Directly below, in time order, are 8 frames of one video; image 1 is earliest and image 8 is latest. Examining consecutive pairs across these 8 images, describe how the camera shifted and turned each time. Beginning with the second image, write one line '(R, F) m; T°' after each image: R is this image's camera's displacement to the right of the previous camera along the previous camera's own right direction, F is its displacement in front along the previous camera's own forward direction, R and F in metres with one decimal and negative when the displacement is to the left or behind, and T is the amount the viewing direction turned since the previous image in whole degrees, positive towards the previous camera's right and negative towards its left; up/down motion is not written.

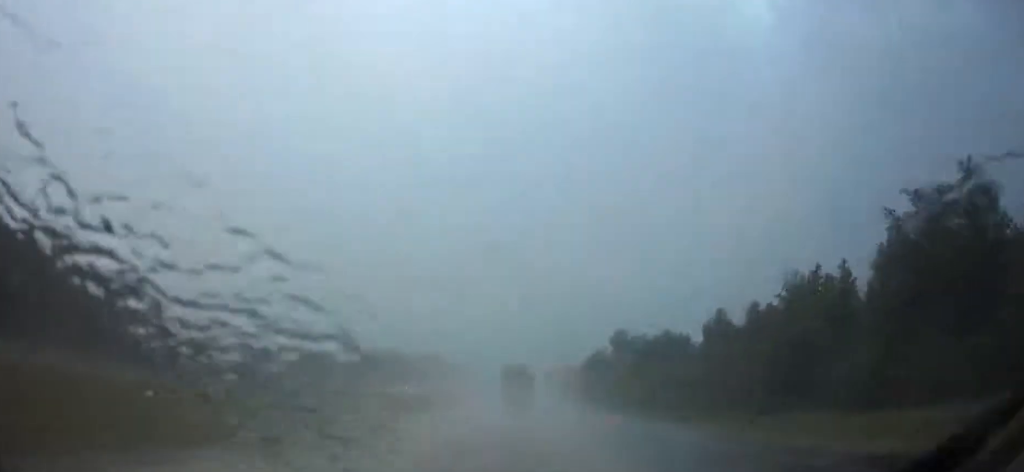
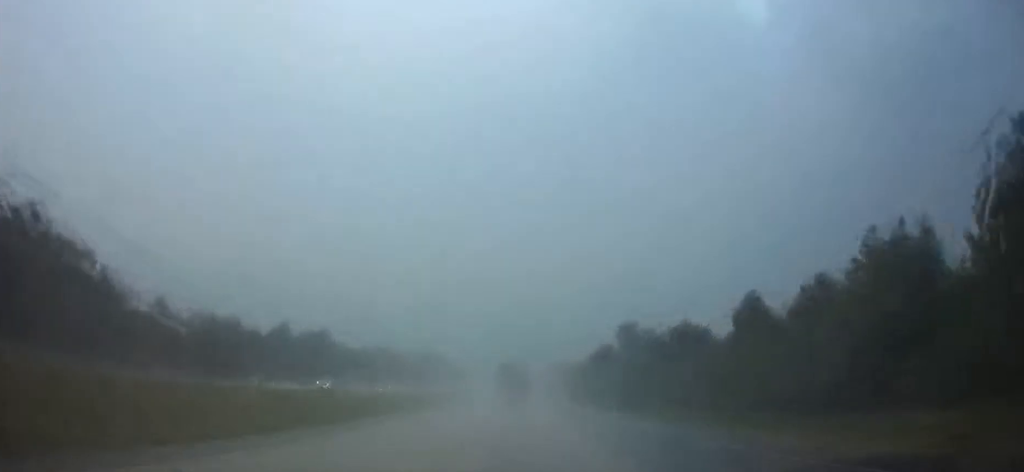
(0.0, +13.8) m; 0°
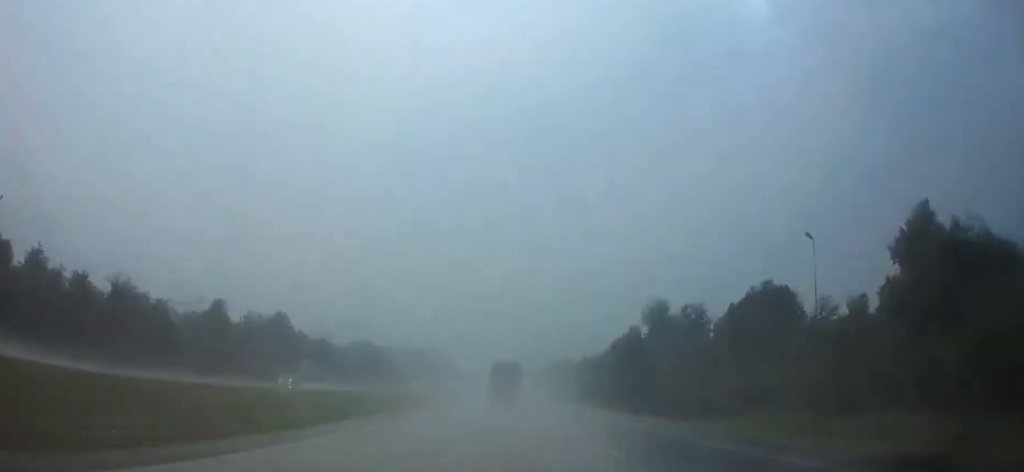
(0.0, +36.2) m; 0°
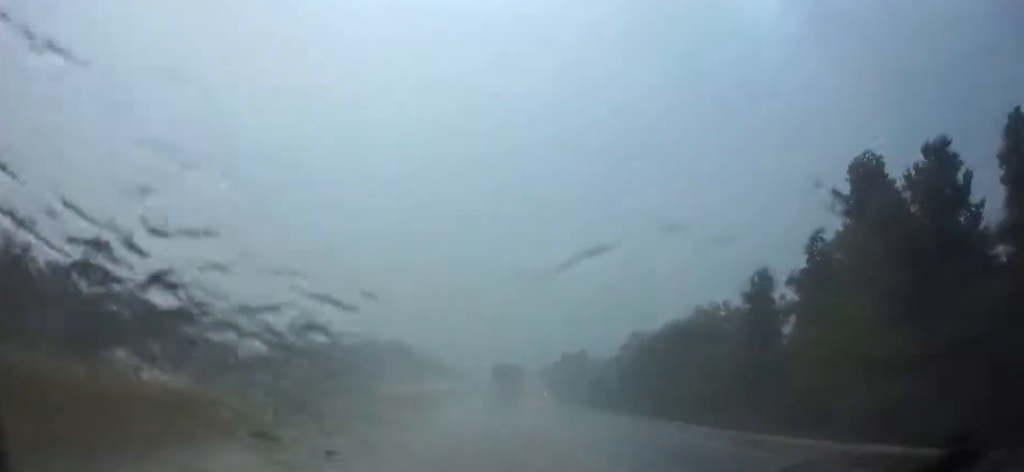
(+0.2, +79.4) m; 0°
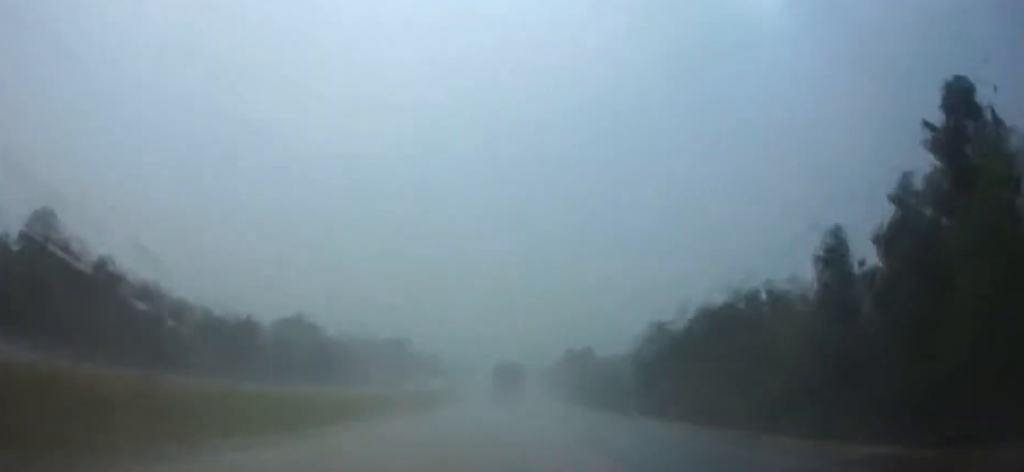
(+0.1, +14.1) m; 0°
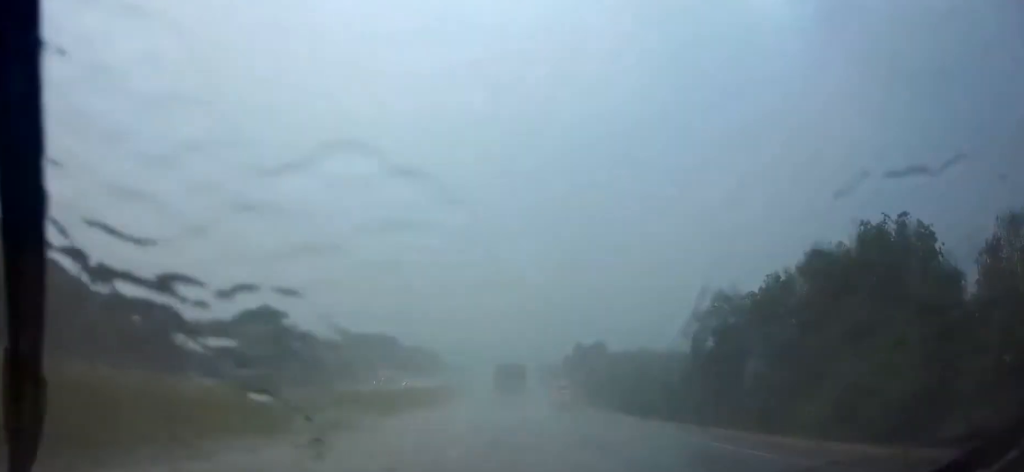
(+0.1, +28.1) m; 0°
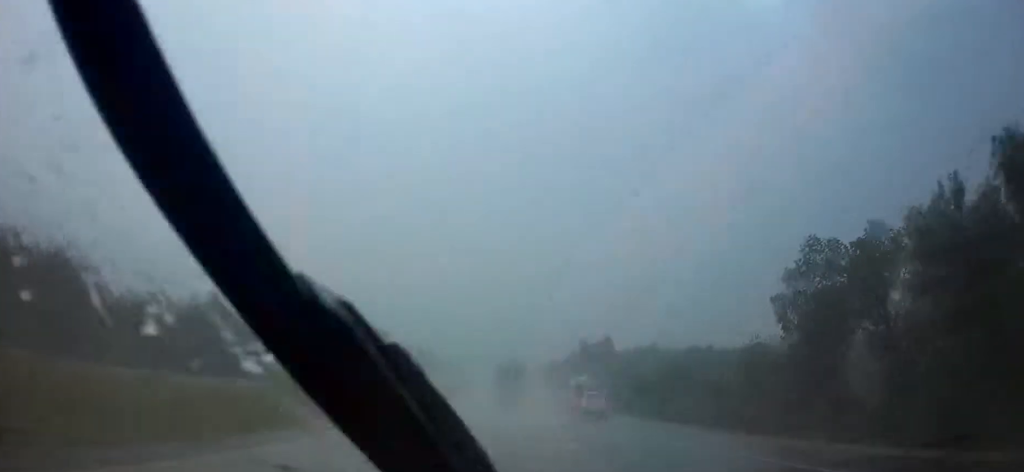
(0.0, +22.4) m; 0°
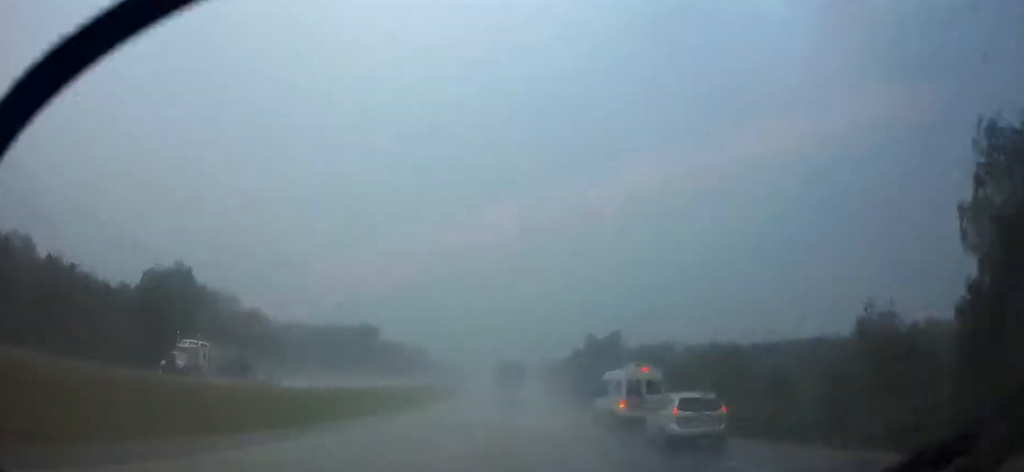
(0.0, +21.3) m; 0°
